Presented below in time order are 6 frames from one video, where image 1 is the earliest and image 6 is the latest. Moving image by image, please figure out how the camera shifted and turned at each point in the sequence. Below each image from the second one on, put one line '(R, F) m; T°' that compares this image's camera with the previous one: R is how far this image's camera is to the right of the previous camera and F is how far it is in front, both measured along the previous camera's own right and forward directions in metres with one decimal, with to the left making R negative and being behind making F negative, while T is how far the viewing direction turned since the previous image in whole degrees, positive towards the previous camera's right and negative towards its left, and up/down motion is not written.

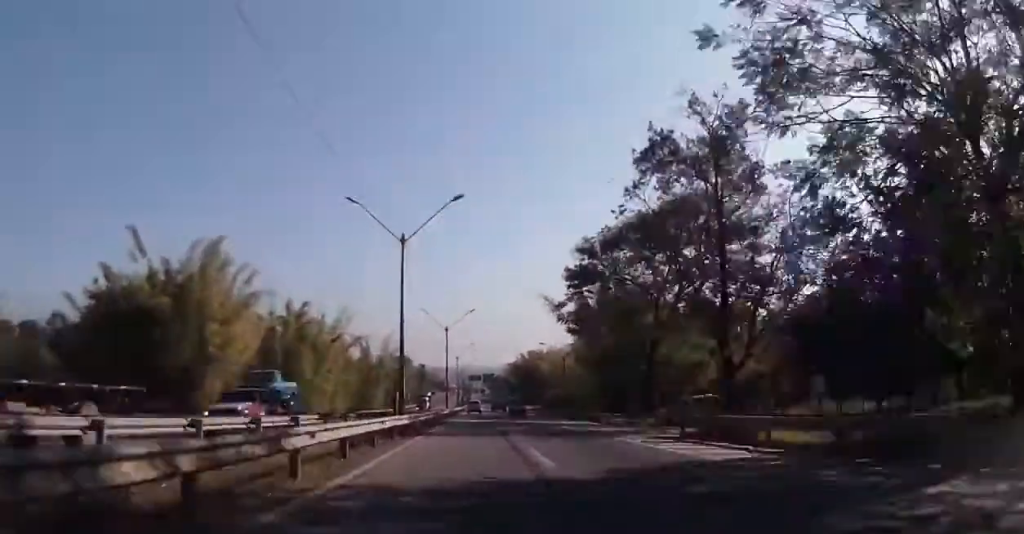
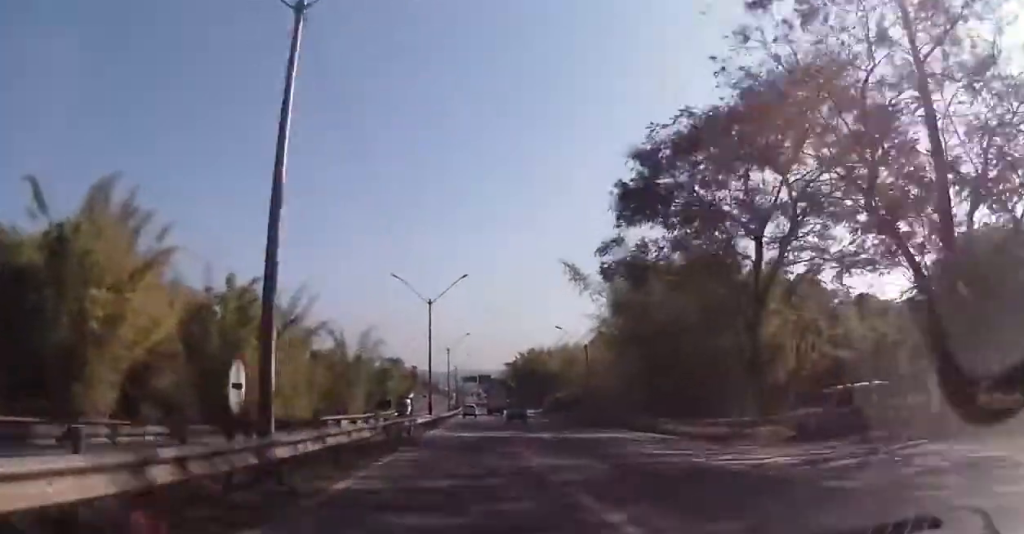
(+0.2, +20.4) m; 0°
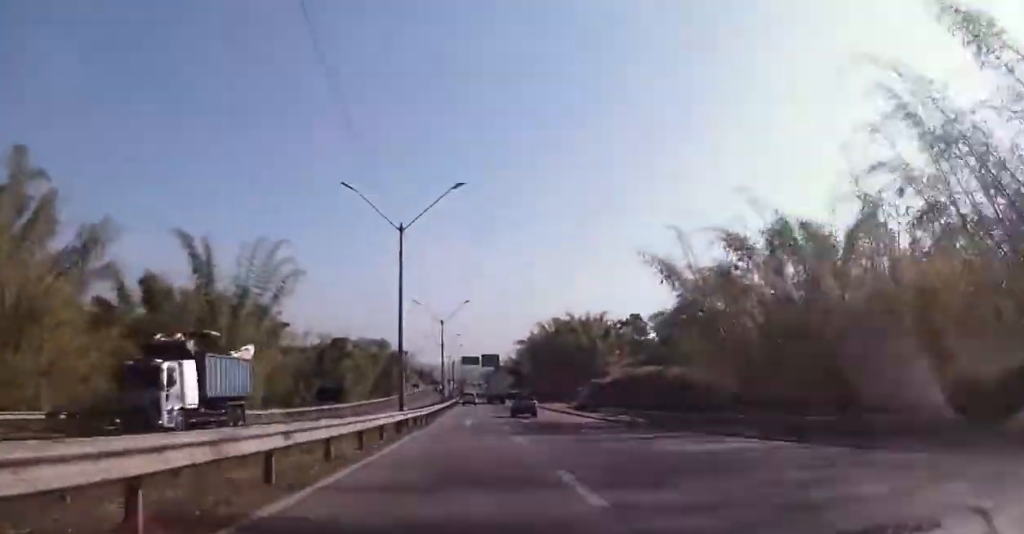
(+1.9, +59.5) m; +3°
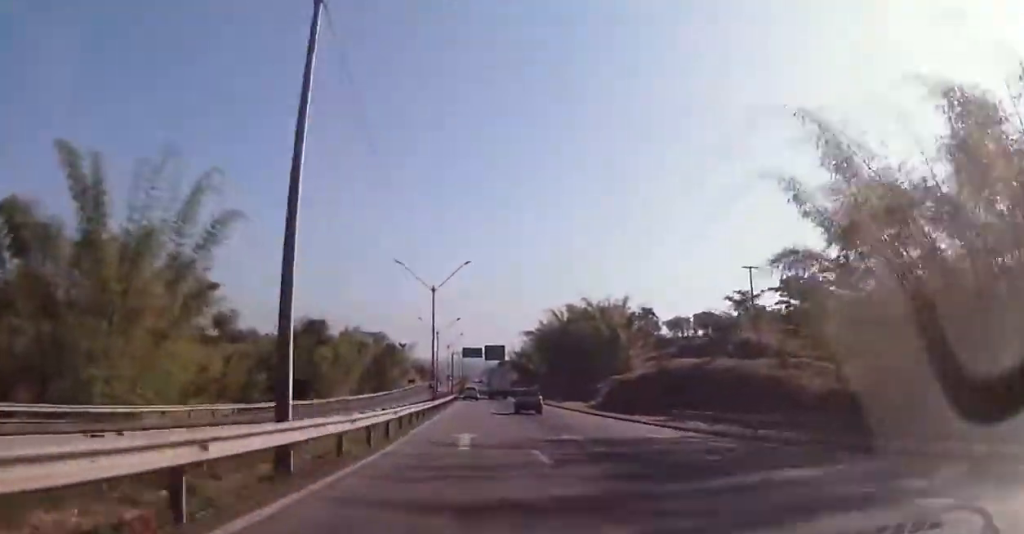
(-0.1, +19.2) m; 0°
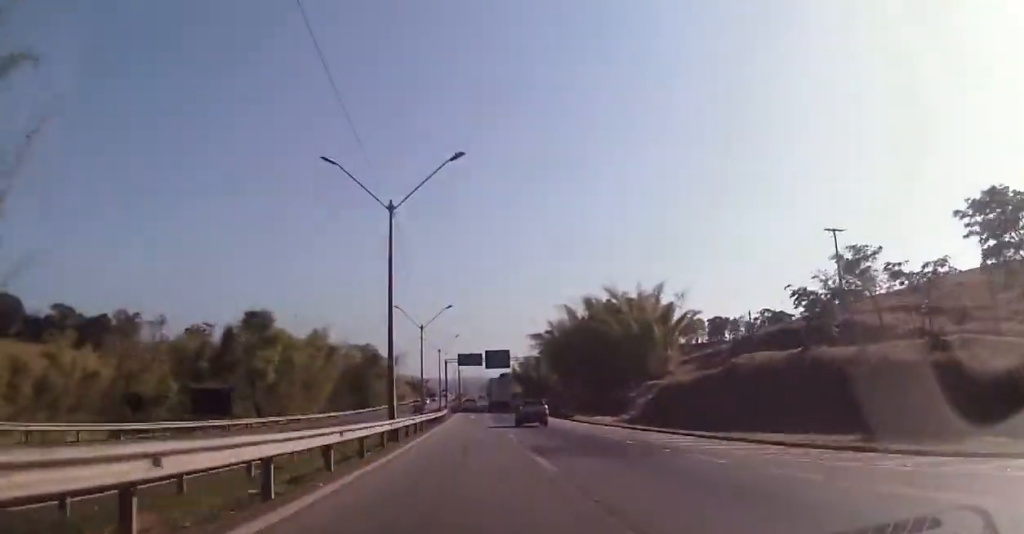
(-0.2, +25.3) m; -1°
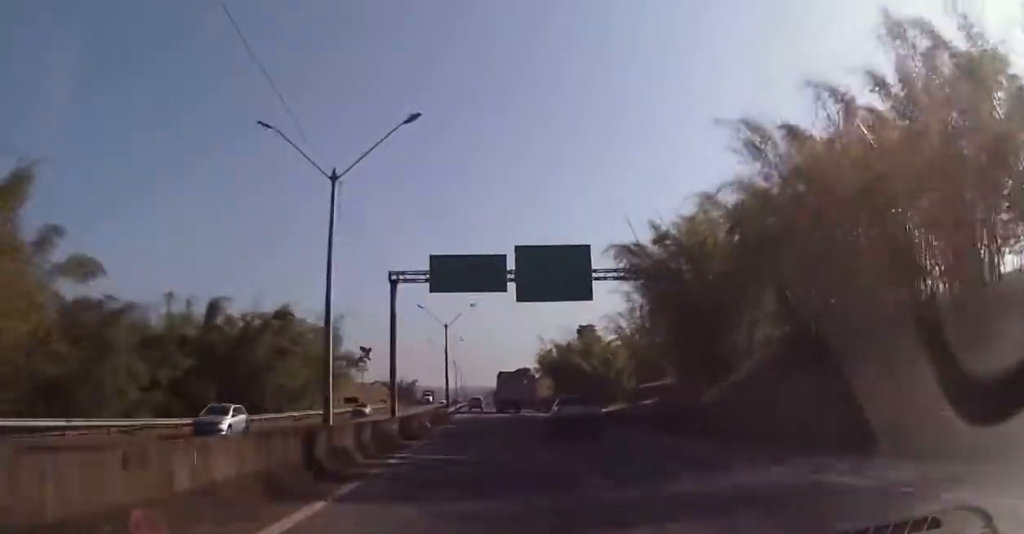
(+1.2, +79.0) m; 0°
